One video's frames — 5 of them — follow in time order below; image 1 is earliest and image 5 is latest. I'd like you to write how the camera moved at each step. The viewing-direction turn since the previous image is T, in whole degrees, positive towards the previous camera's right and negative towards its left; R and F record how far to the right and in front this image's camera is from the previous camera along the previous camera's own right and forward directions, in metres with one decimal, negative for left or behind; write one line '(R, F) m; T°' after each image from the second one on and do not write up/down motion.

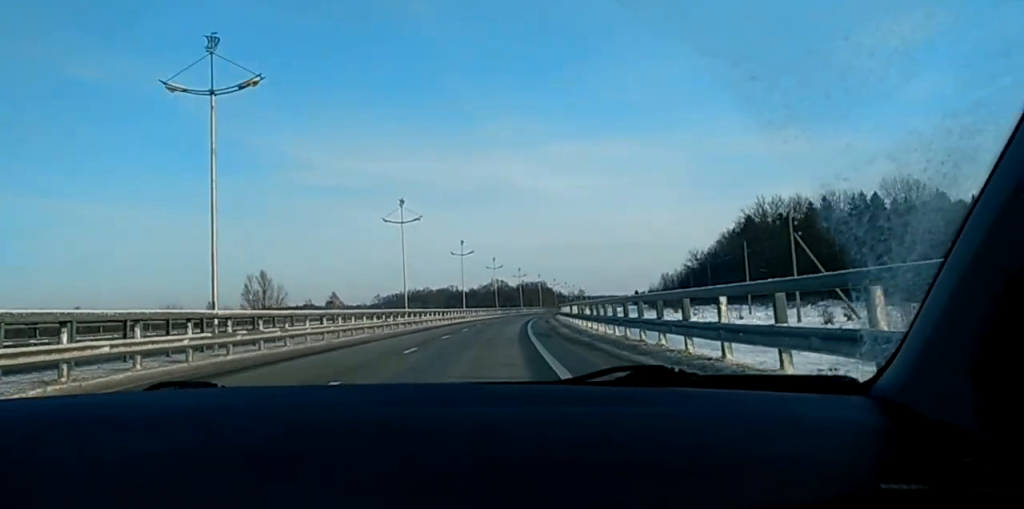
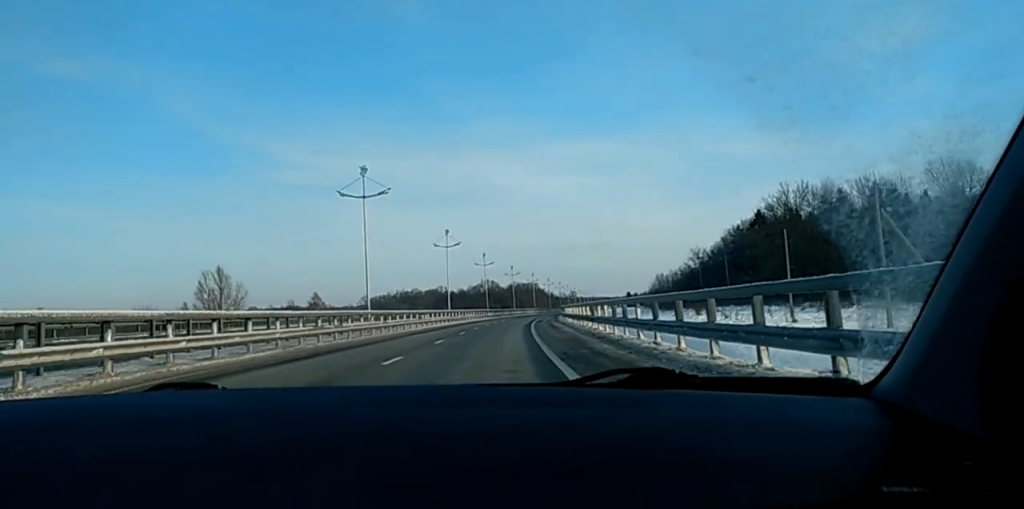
(-0.1, +17.8) m; +1°
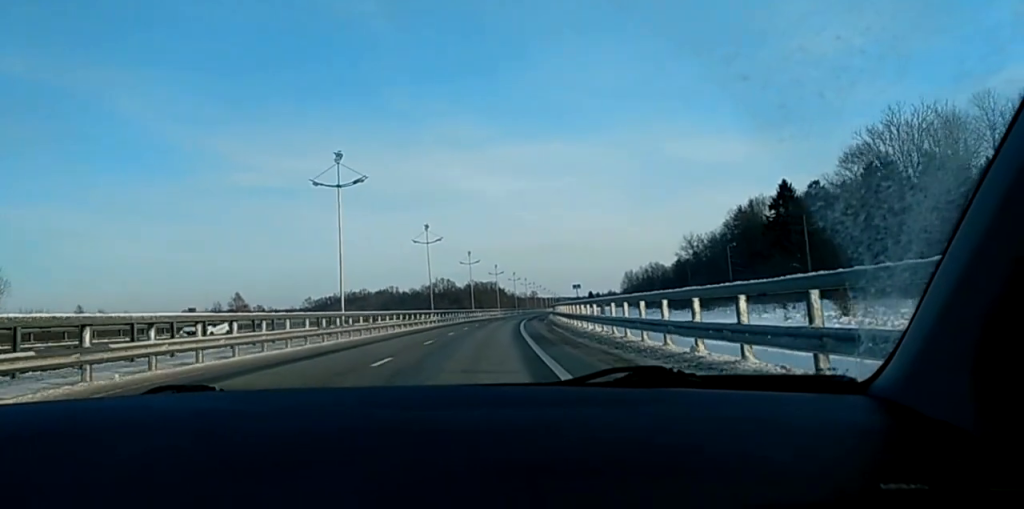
(+1.7, +47.3) m; +3°
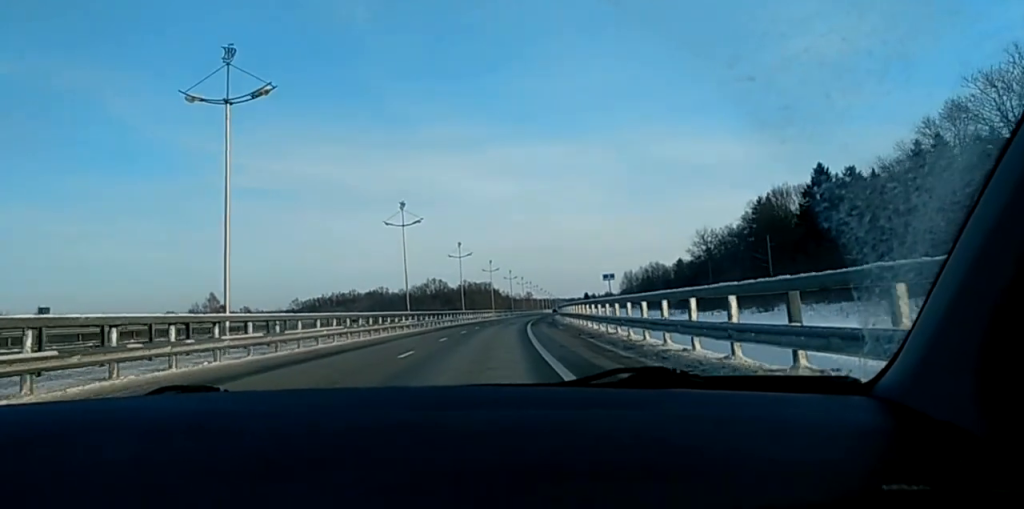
(0.0, +20.0) m; +1°
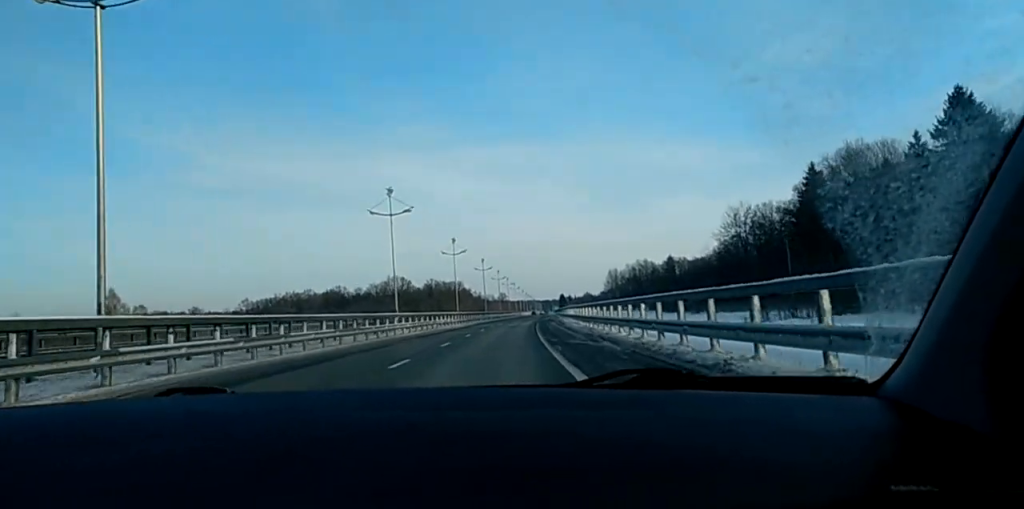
(+1.0, +50.8) m; +2°
